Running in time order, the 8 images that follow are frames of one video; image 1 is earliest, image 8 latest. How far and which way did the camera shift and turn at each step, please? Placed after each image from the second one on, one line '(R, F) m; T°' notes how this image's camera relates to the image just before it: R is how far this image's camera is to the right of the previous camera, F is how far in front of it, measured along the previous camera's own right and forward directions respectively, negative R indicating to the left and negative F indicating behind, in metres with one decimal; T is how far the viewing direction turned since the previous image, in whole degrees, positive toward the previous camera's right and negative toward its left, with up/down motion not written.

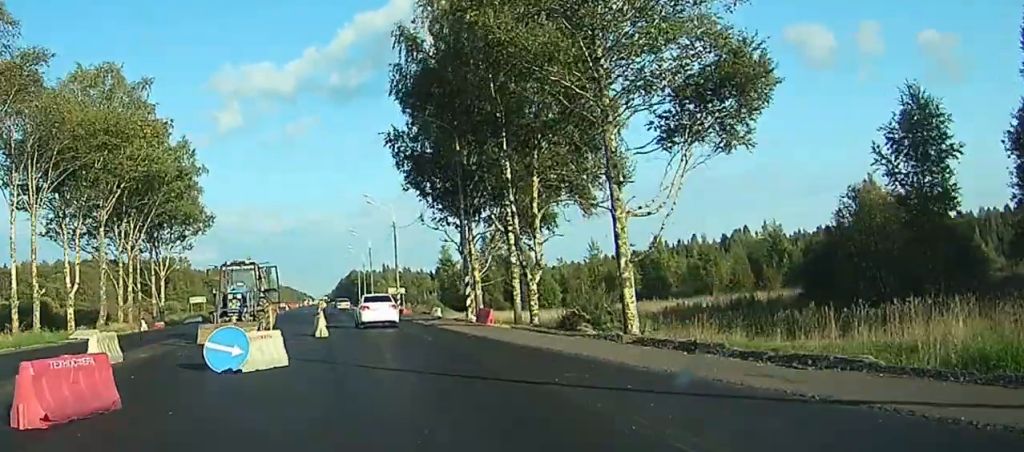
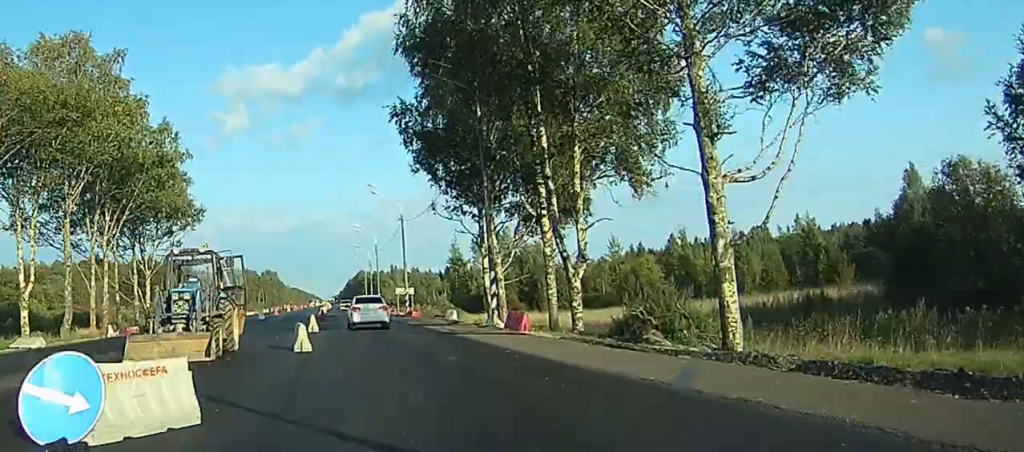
(+0.4, +9.0) m; +2°
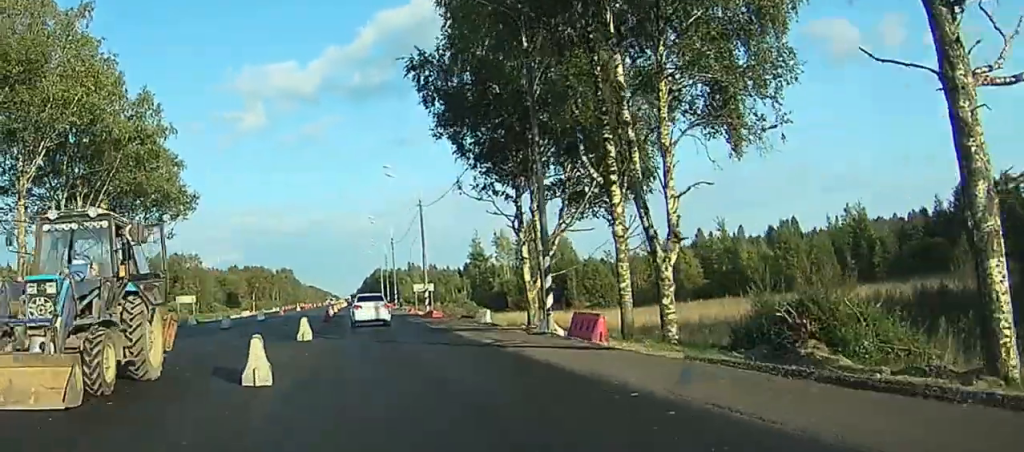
(+0.2, +10.0) m; +1°
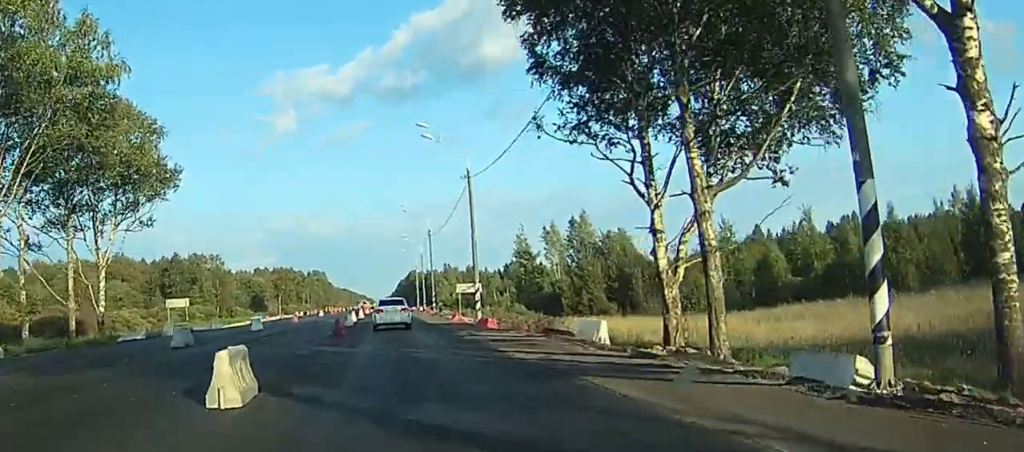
(+0.1, +17.1) m; 0°
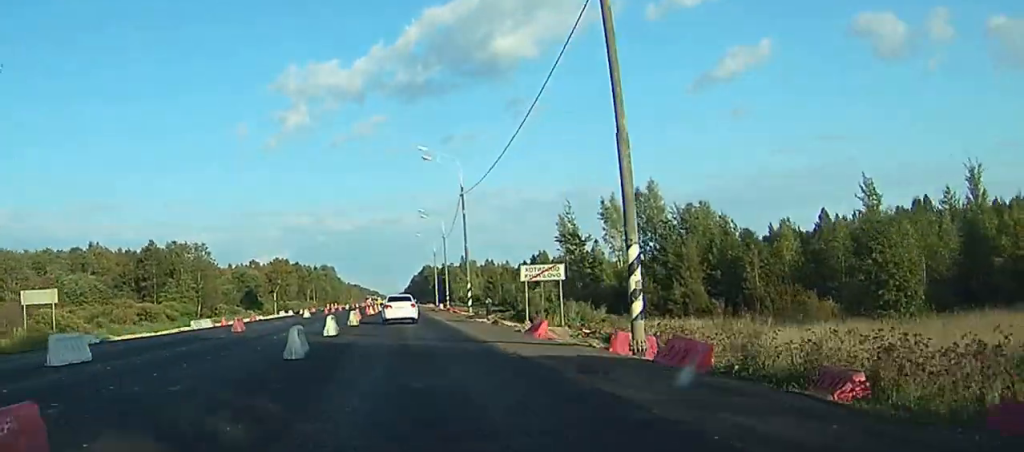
(-0.2, +30.6) m; -4°
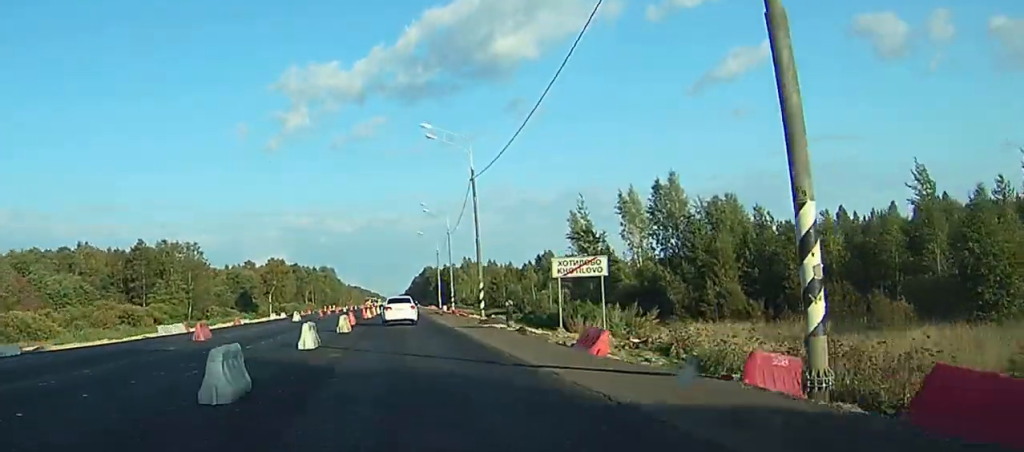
(-0.5, +8.8) m; -1°
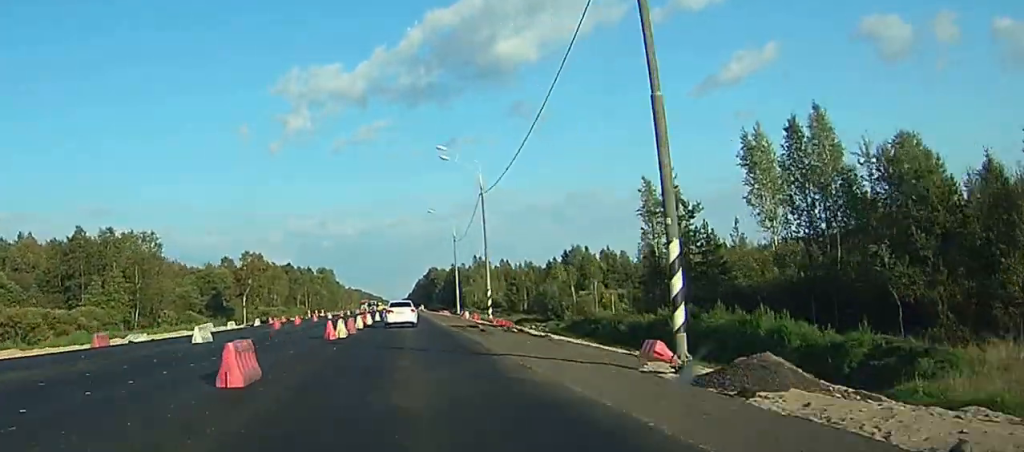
(+0.1, +36.0) m; 0°
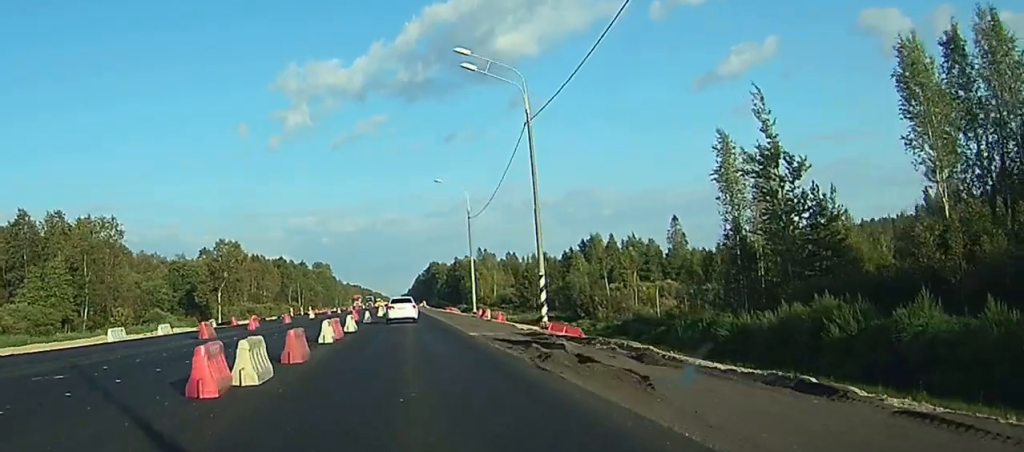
(-0.1, +21.2) m; 0°
